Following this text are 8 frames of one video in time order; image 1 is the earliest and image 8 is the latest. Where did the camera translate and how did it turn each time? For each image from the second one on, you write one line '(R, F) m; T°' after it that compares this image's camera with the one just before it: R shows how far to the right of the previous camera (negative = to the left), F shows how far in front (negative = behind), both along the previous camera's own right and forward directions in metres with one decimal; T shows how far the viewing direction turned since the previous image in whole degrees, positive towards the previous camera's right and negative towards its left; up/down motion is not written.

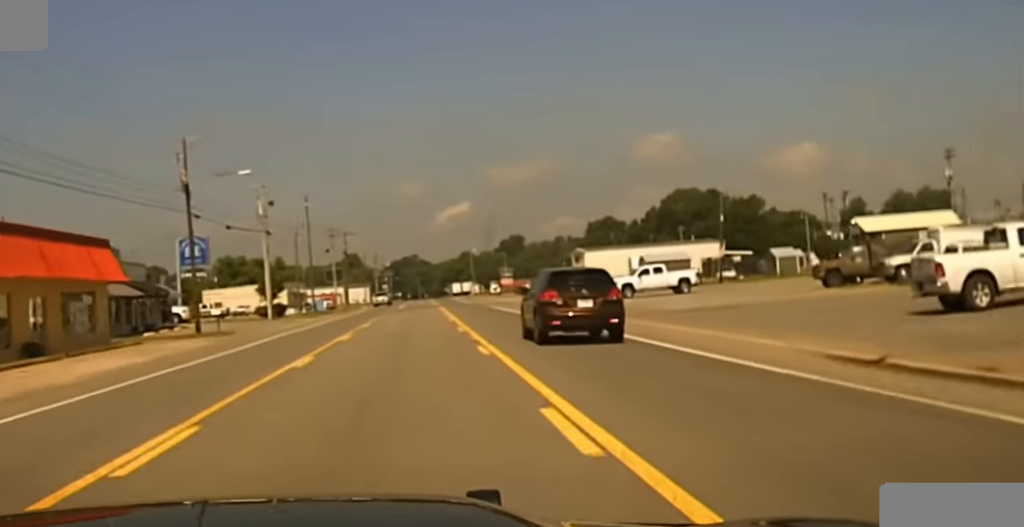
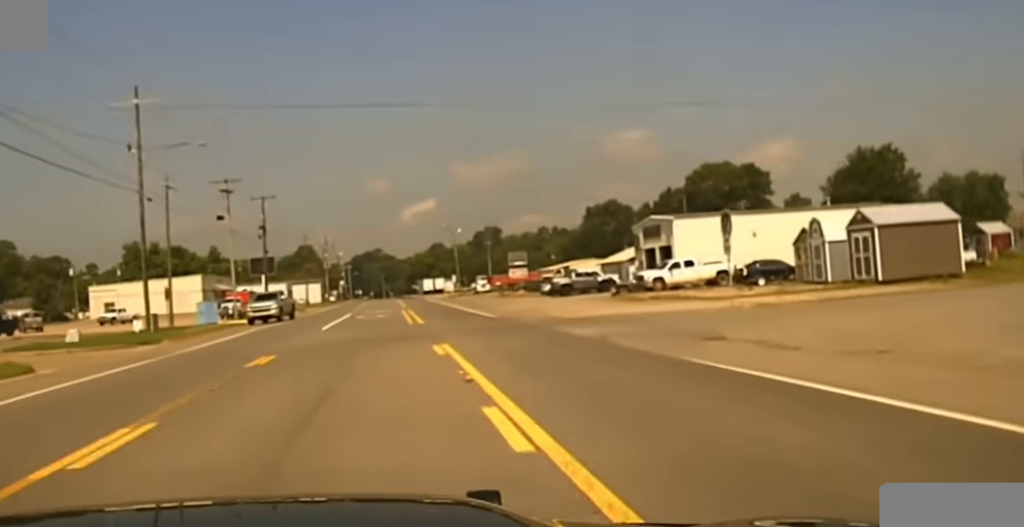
(-0.5, +63.9) m; 0°
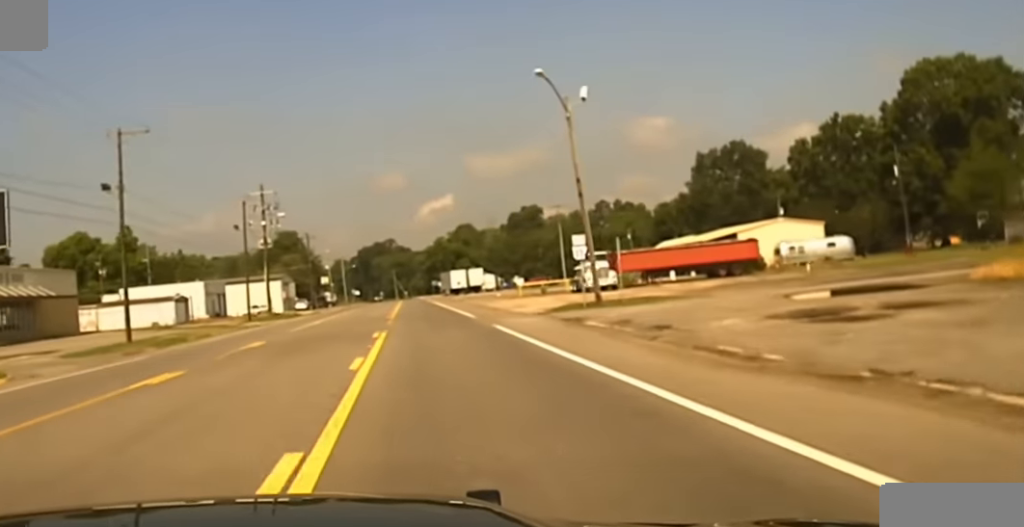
(+2.6, +115.7) m; +1°
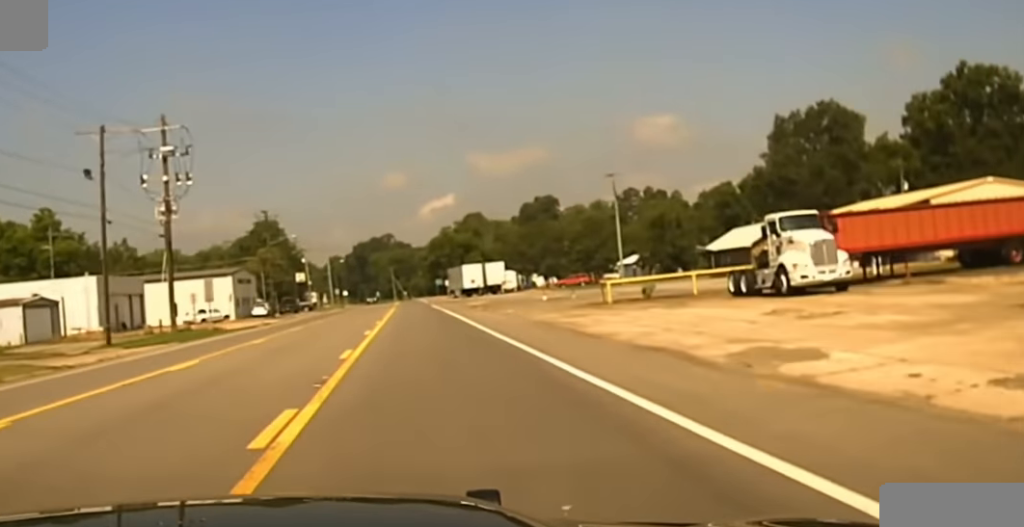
(-0.5, +42.7) m; -1°
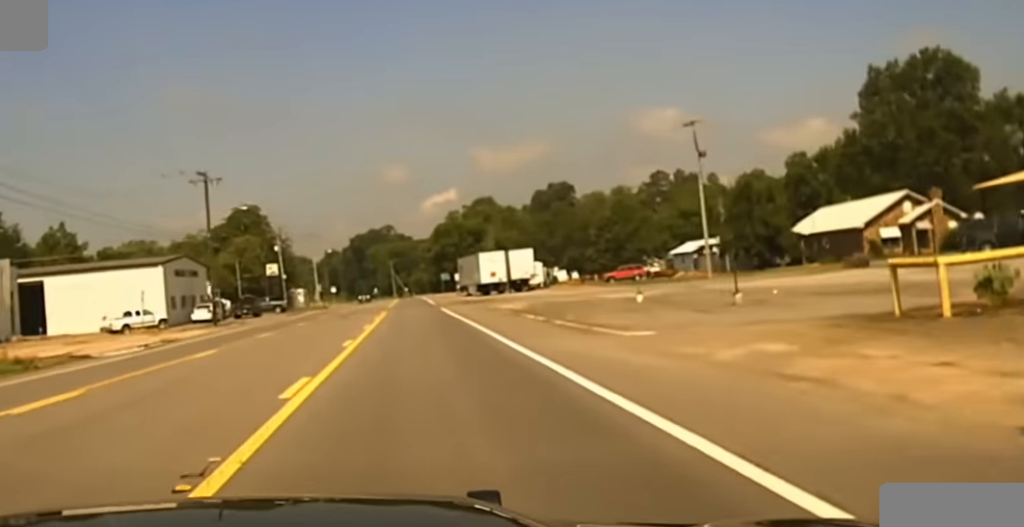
(-0.2, +30.1) m; 0°
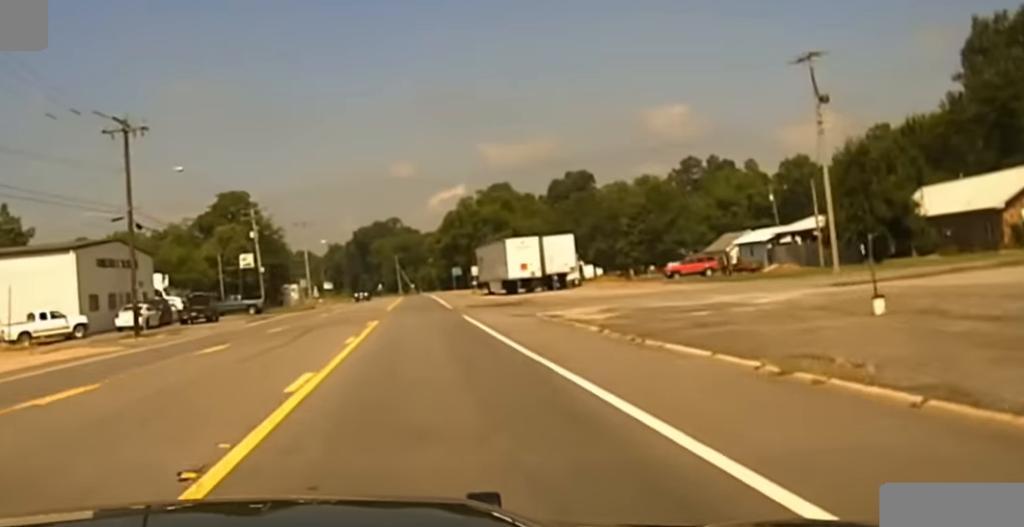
(+0.1, +20.4) m; 0°
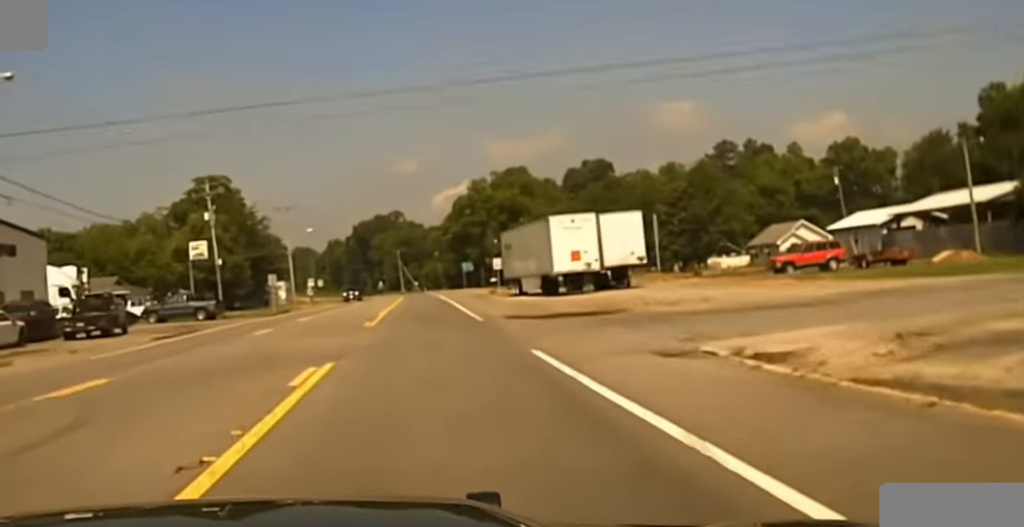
(+0.1, +21.6) m; 0°
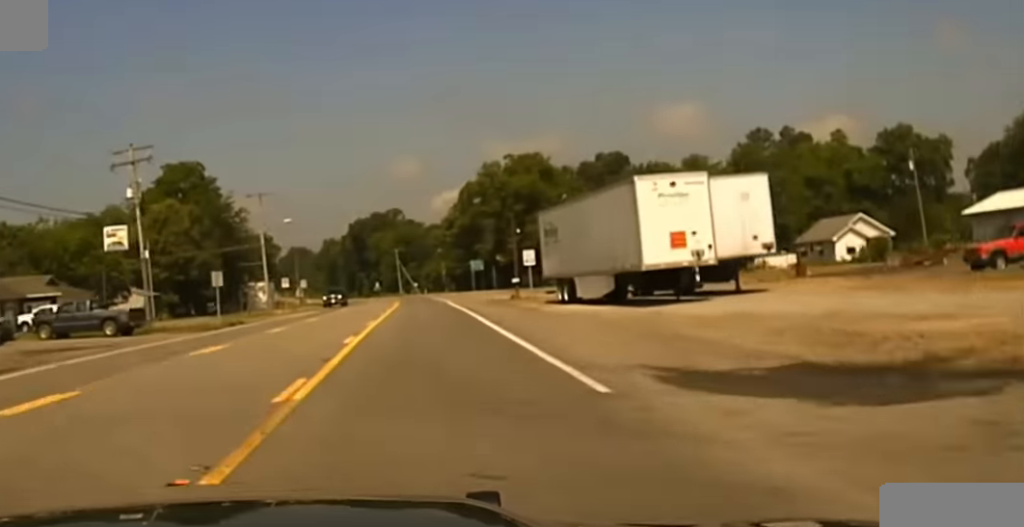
(0.0, +19.7) m; 0°
